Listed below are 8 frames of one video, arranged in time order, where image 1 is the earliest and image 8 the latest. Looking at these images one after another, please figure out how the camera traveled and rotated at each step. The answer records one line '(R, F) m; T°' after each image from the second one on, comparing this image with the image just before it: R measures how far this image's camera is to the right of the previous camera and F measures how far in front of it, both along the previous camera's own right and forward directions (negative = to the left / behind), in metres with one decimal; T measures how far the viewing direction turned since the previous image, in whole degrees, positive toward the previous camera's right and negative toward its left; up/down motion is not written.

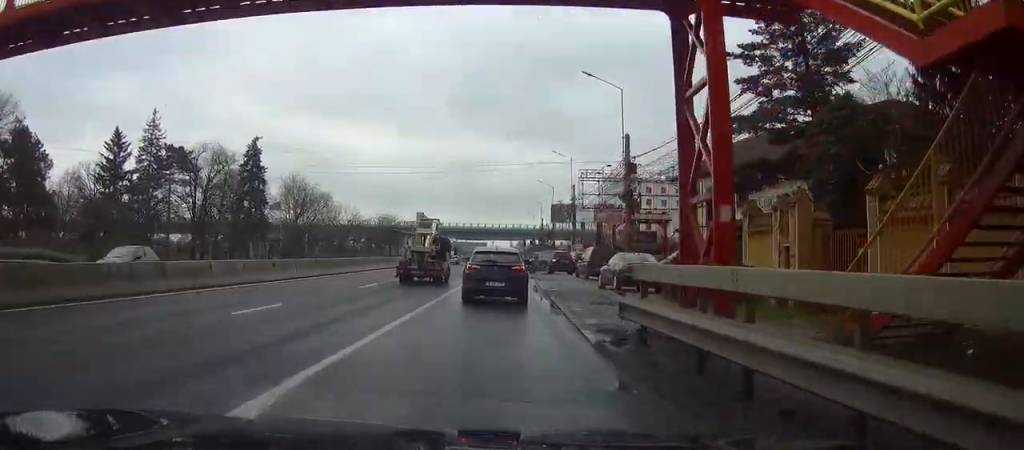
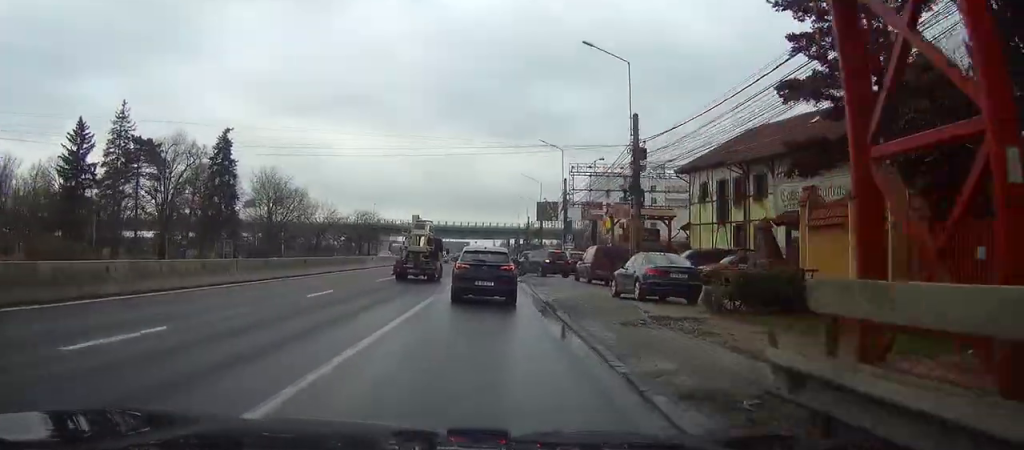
(-0.1, +5.9) m; 0°
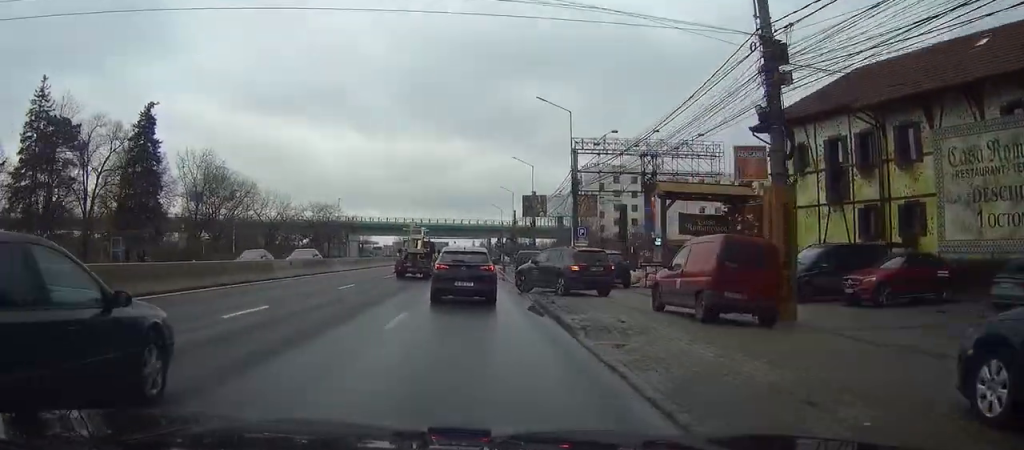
(+0.5, +18.0) m; +2°
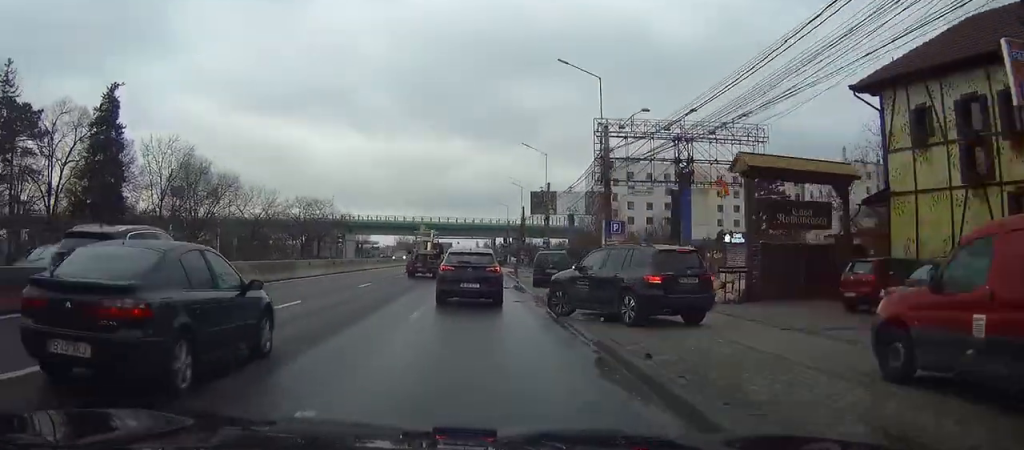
(+0.1, +9.5) m; 0°
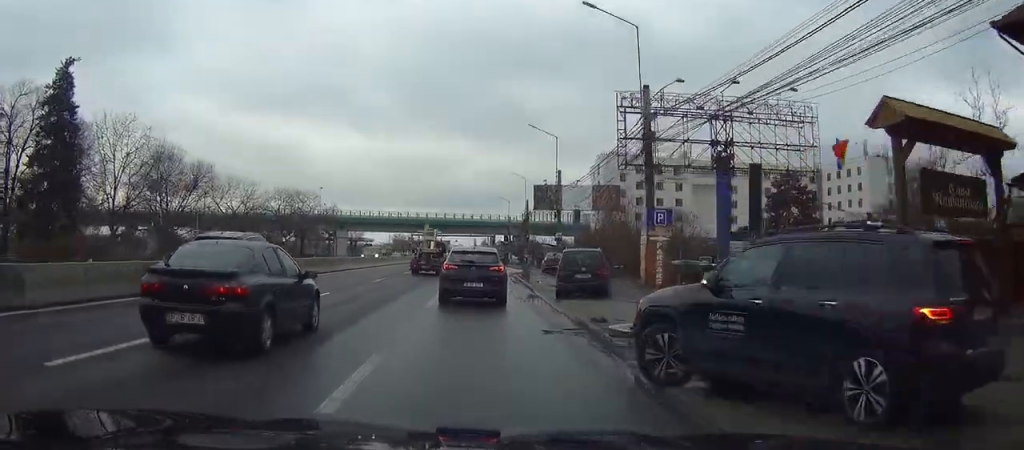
(0.0, +9.0) m; 0°
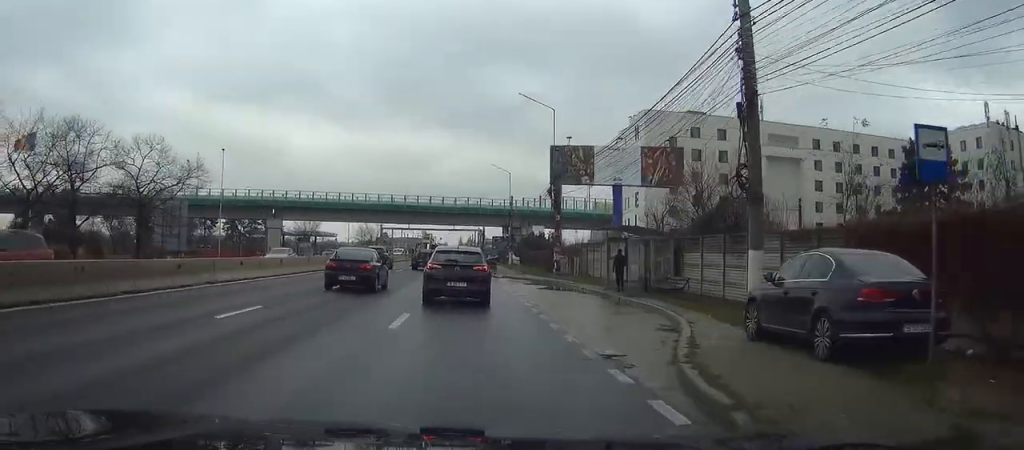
(+0.3, +42.3) m; +1°
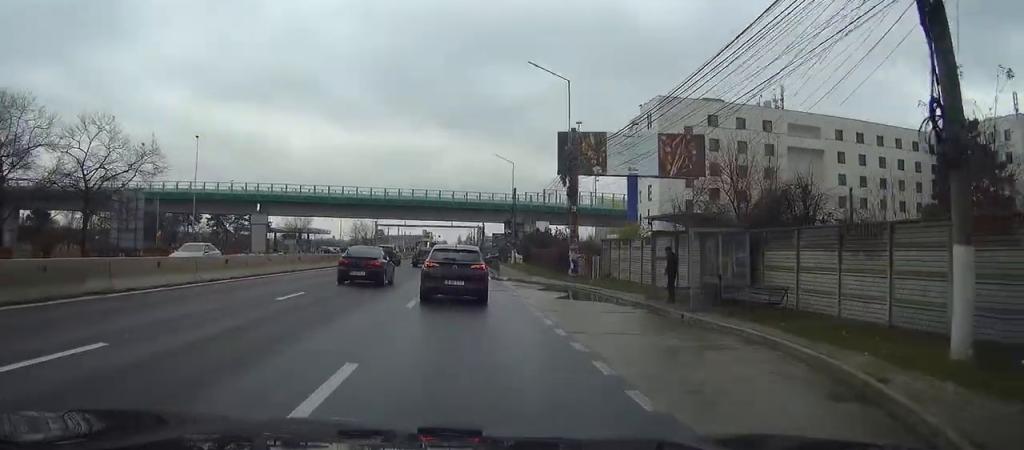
(0.0, +7.4) m; 0°
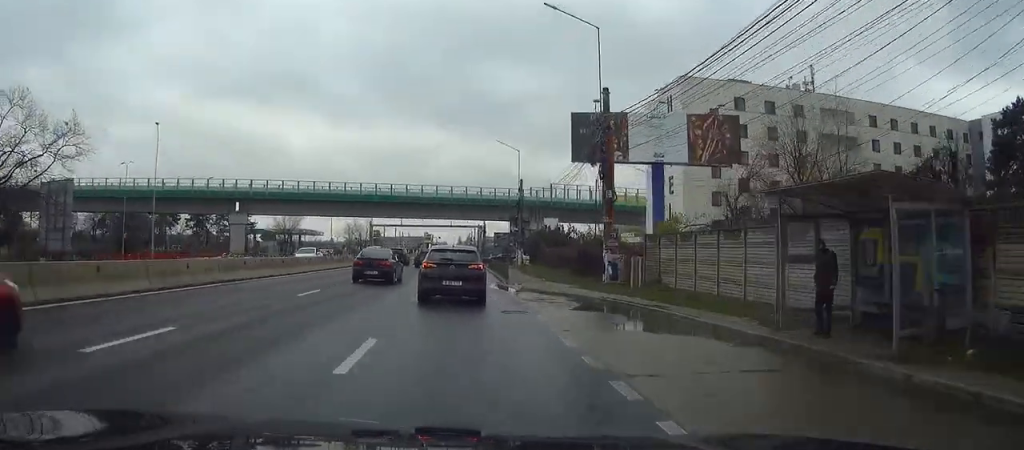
(0.0, +9.6) m; 0°
